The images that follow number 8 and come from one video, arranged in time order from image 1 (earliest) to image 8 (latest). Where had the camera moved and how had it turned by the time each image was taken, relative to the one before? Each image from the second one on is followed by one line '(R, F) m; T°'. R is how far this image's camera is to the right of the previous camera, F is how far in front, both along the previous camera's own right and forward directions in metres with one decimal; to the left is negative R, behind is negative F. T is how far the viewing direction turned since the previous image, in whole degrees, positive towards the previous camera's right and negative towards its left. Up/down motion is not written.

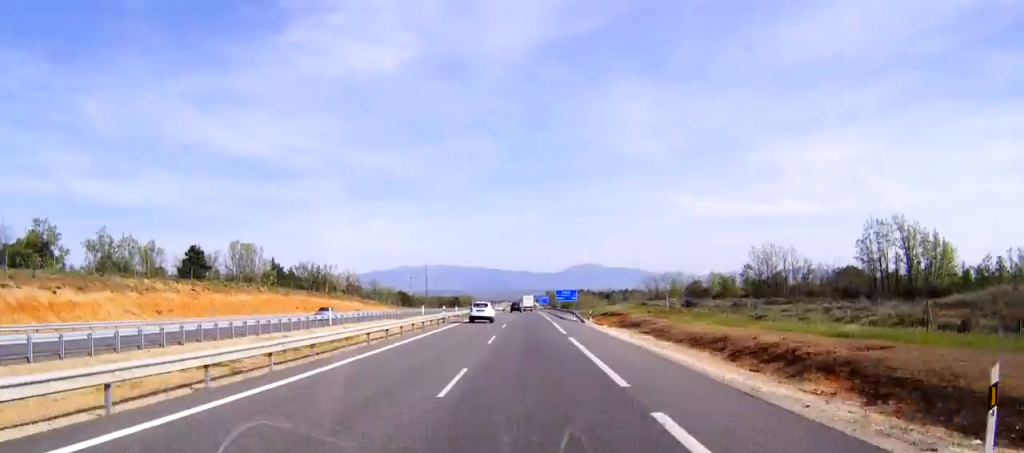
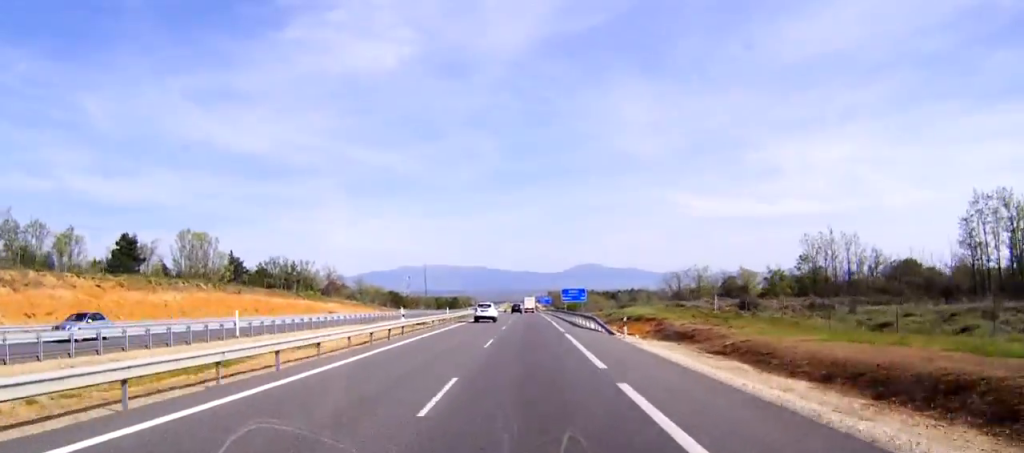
(0.0, +19.4) m; 0°
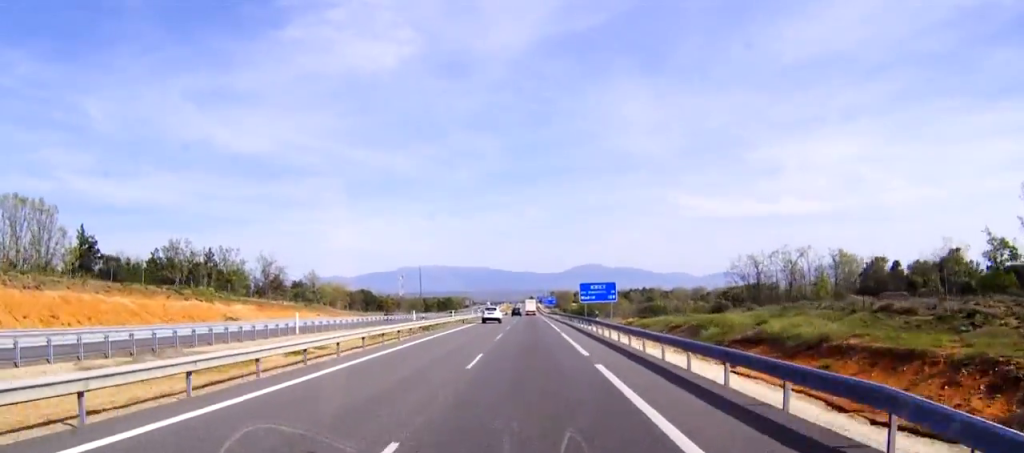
(0.0, +41.4) m; 0°
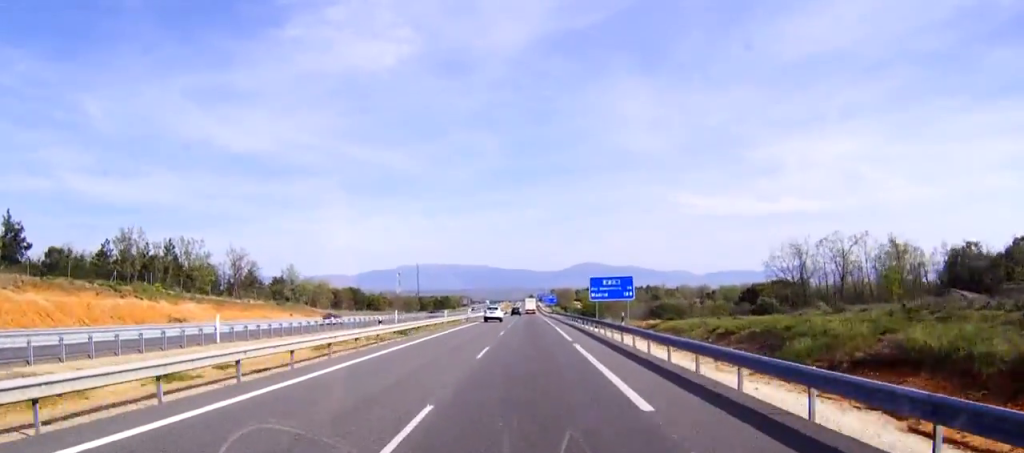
(0.0, +13.2) m; 0°
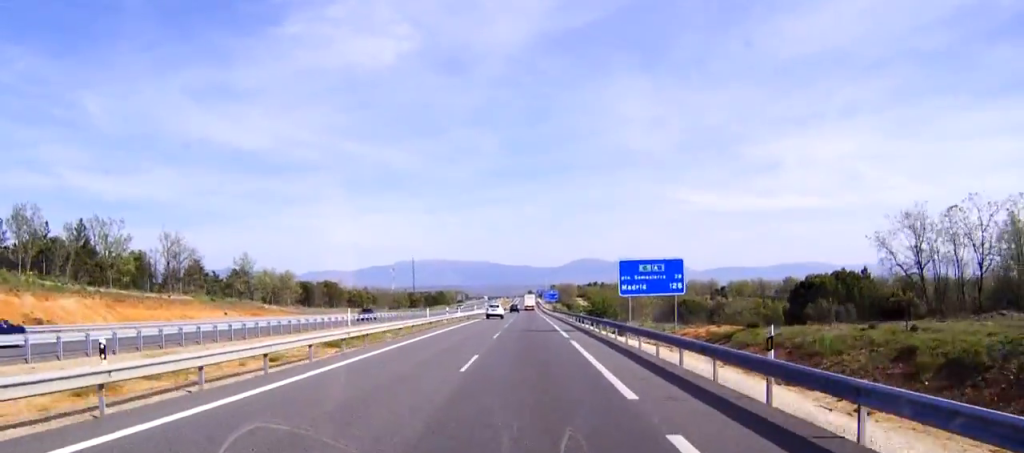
(-0.1, +22.0) m; 0°
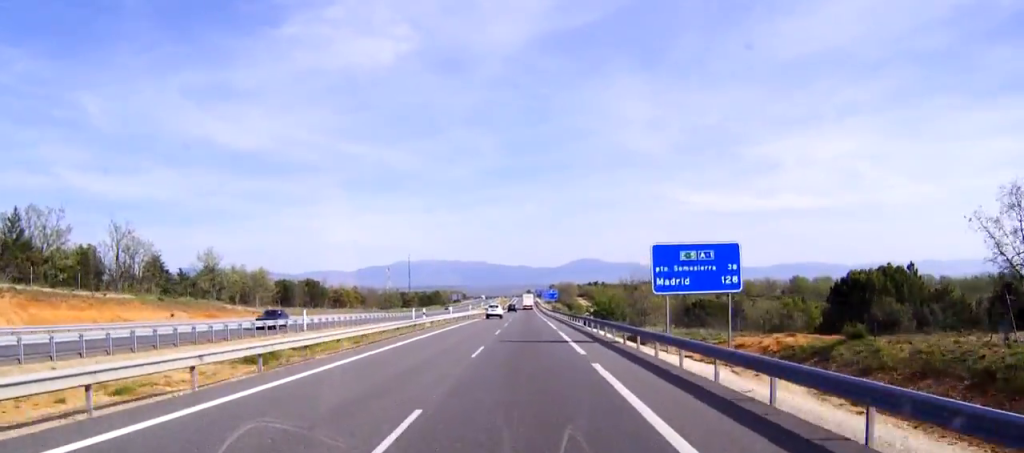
(0.0, +12.3) m; 0°
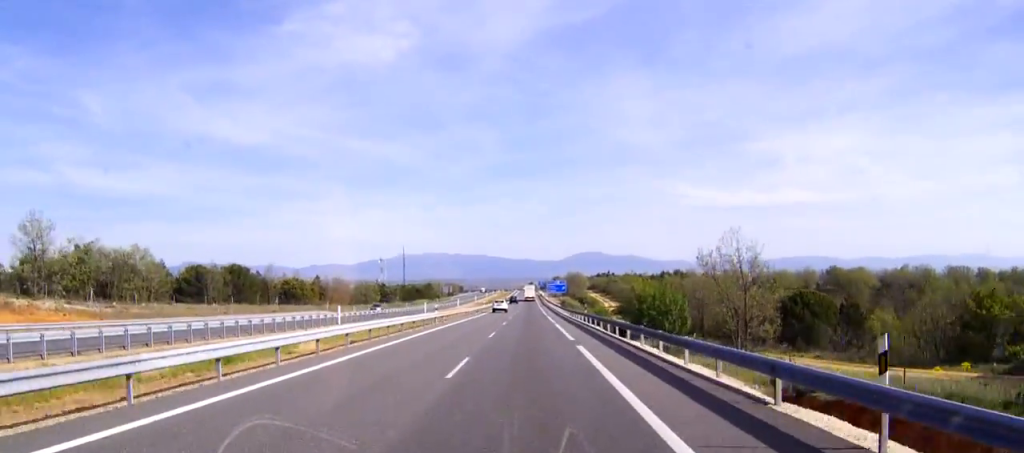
(+0.1, +40.6) m; 0°
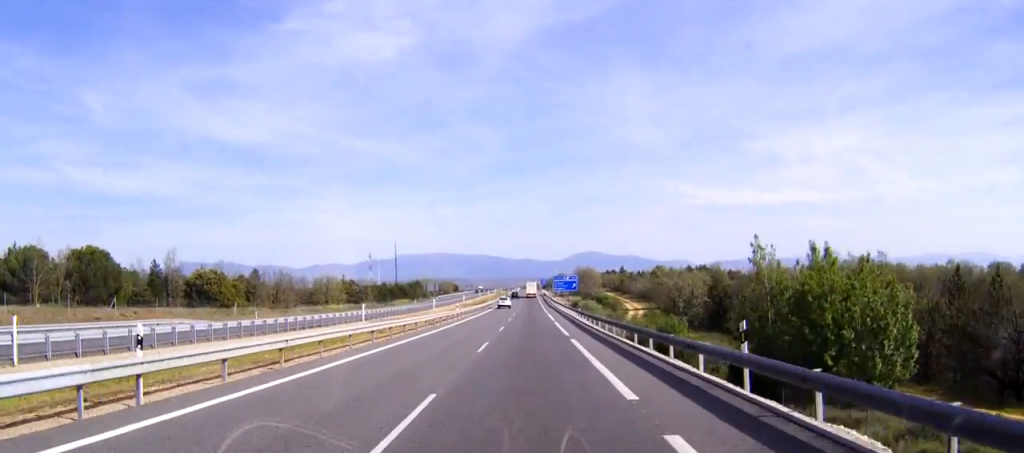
(-0.1, +41.9) m; 0°
